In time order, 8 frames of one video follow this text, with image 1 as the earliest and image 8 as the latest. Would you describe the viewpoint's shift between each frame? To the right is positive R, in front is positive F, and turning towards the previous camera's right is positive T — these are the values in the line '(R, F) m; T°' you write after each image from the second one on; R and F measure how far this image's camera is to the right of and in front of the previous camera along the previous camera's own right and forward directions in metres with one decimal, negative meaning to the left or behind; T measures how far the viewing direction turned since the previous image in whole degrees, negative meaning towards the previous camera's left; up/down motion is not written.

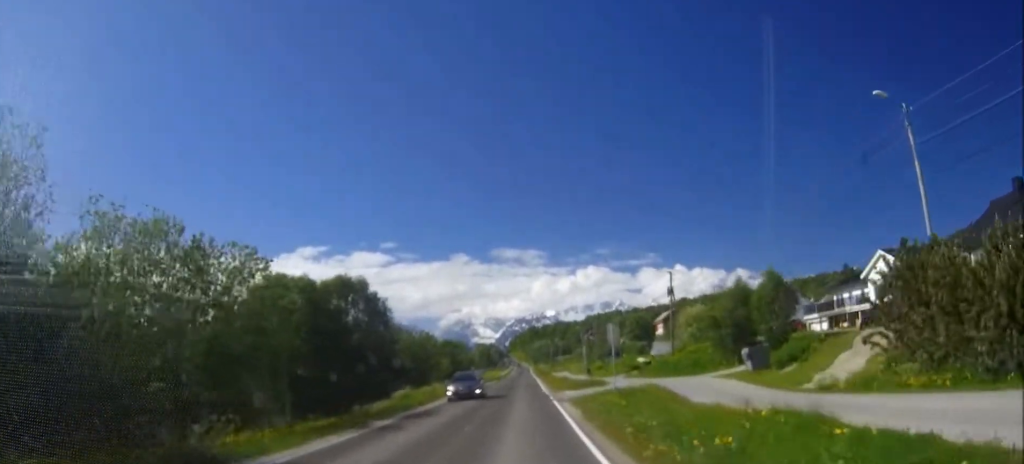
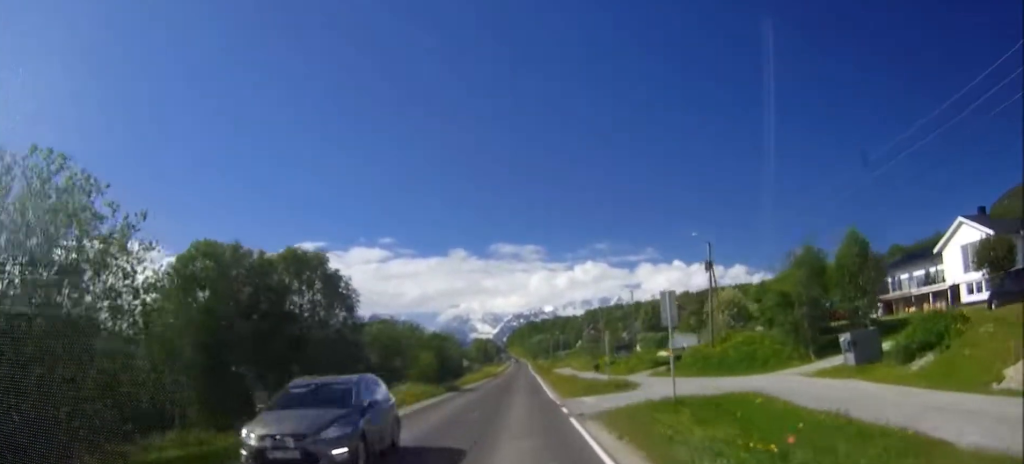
(+0.1, +13.3) m; 0°
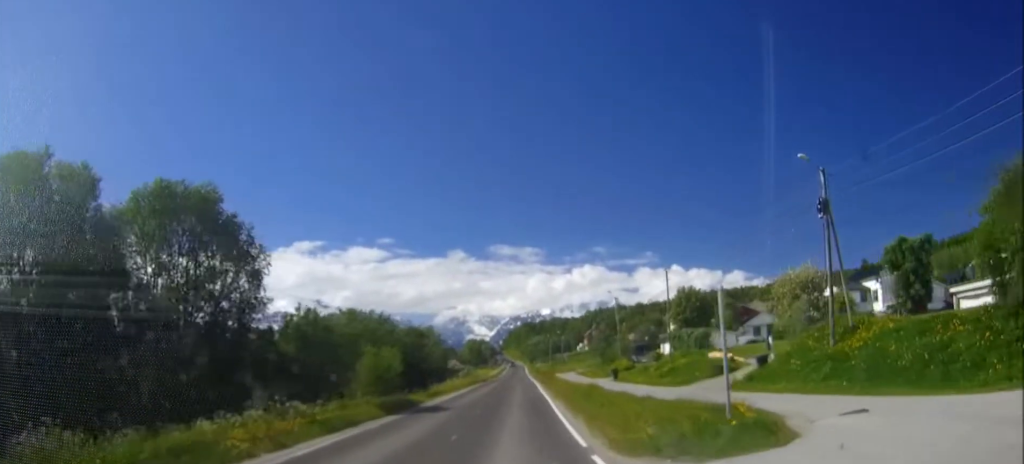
(-0.1, +19.4) m; 0°
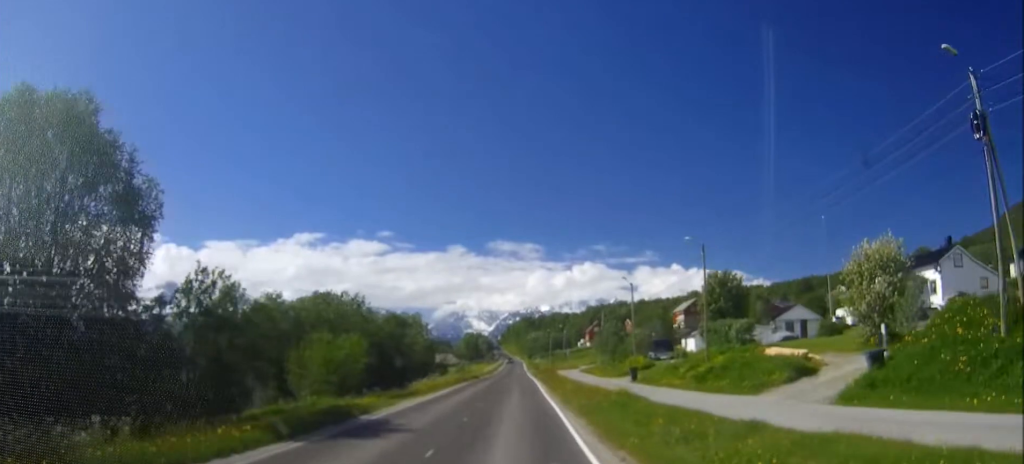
(0.0, +11.6) m; 0°
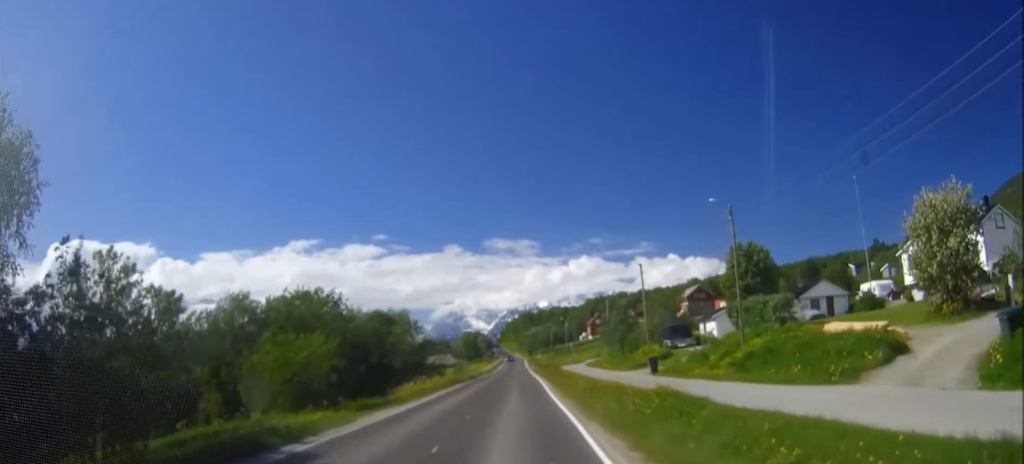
(0.0, +7.5) m; 0°
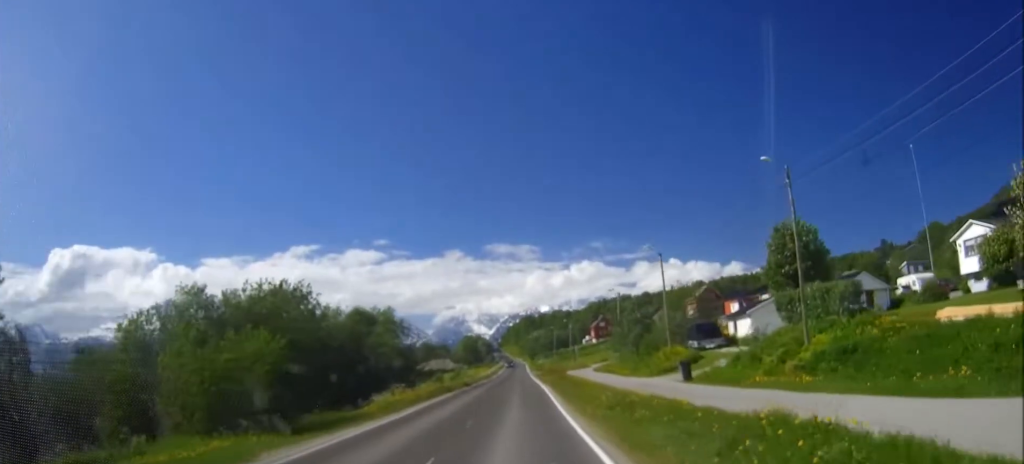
(0.0, +8.6) m; 0°
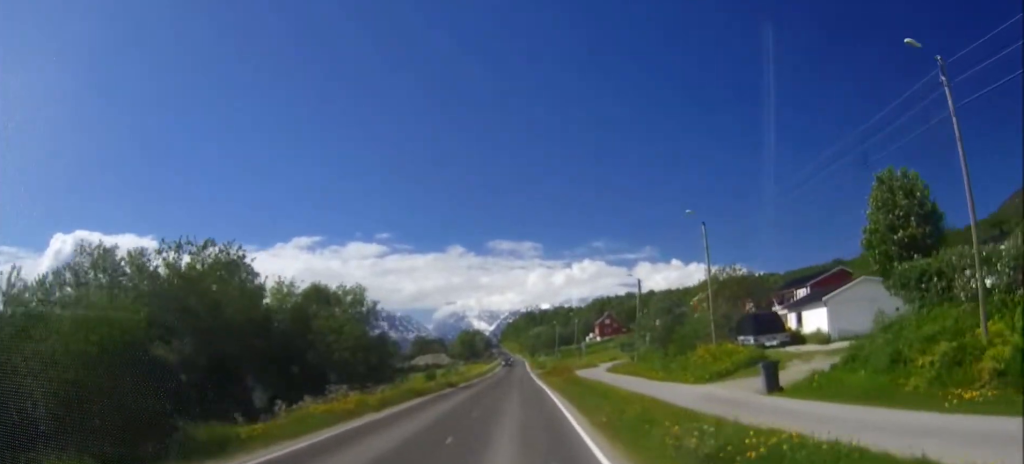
(0.0, +12.4) m; 0°
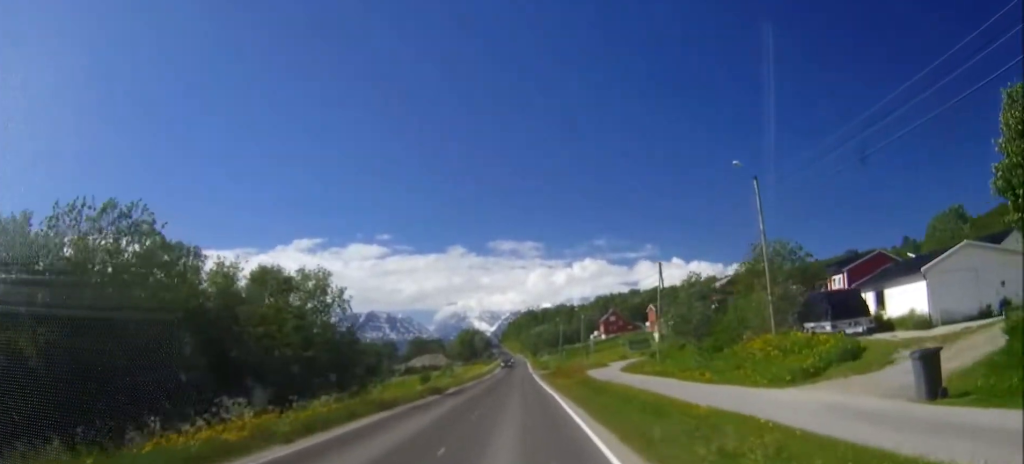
(0.0, +9.7) m; 0°
